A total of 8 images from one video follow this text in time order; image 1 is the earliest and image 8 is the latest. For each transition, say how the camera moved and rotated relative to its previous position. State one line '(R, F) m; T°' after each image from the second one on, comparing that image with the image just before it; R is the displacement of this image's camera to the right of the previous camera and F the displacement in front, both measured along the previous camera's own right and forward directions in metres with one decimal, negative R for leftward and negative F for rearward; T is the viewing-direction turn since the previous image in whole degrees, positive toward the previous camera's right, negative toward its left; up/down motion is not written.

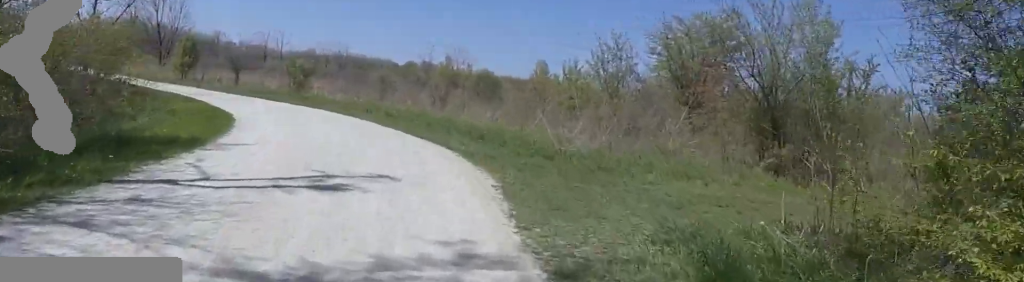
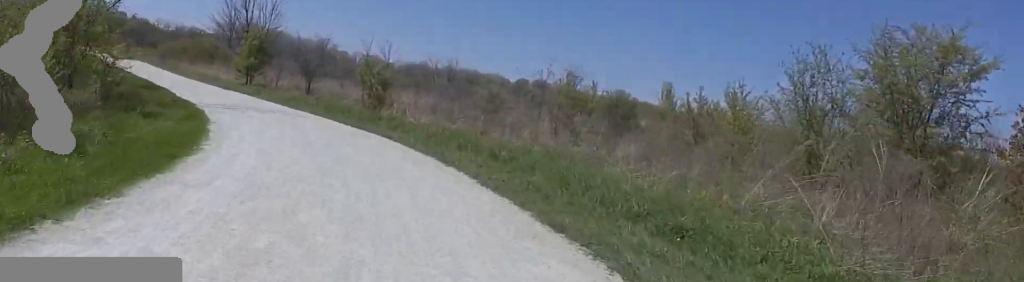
(-0.7, +5.8) m; -9°
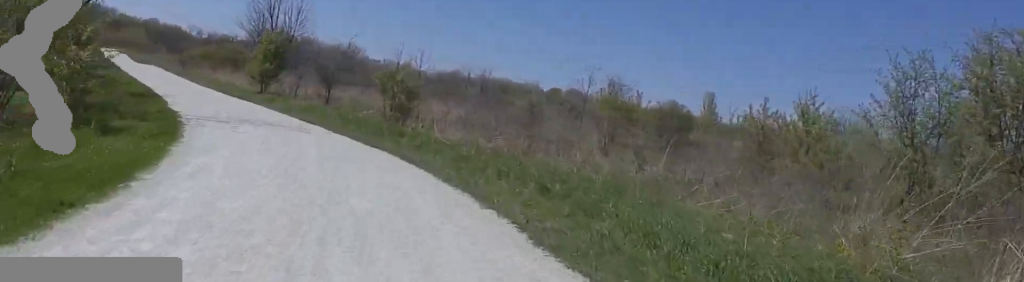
(0.0, +2.4) m; -3°
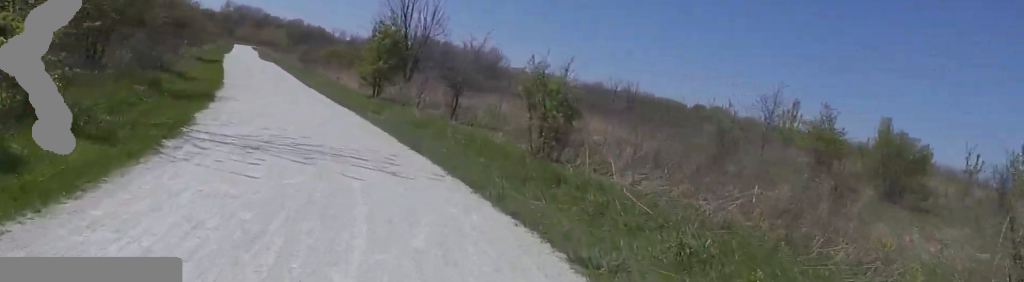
(-0.2, +5.2) m; -11°
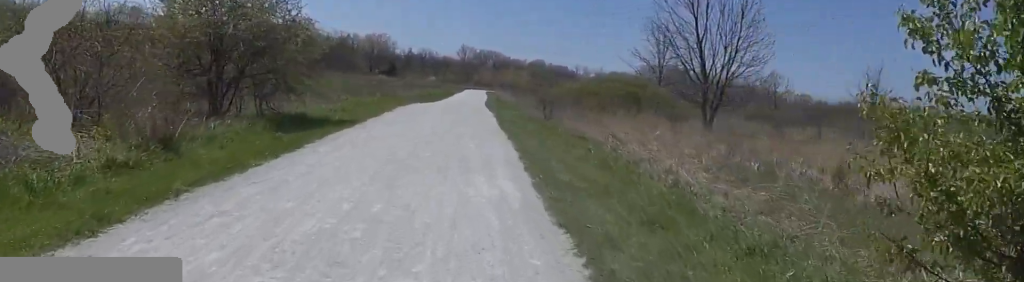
(-6.1, +16.3) m; -24°
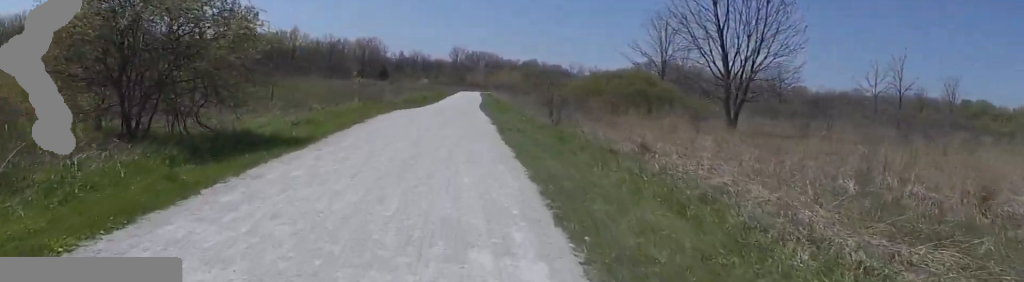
(-0.6, +3.8) m; +6°
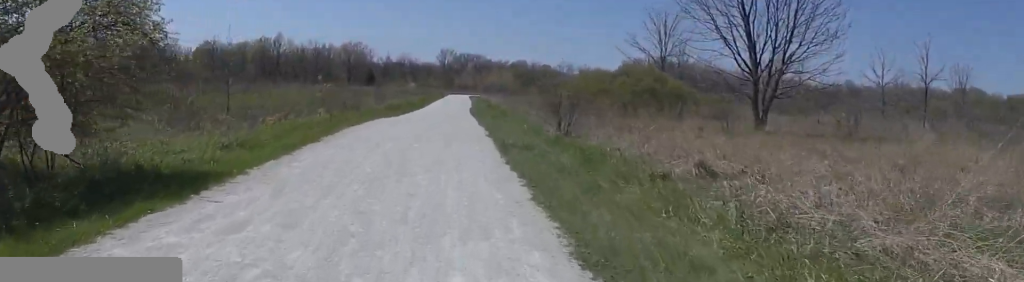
(+1.0, +4.2) m; +3°
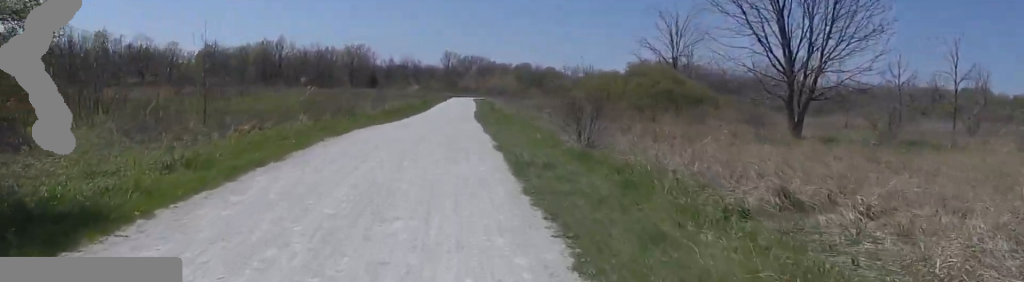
(+0.5, +2.7) m; +2°
